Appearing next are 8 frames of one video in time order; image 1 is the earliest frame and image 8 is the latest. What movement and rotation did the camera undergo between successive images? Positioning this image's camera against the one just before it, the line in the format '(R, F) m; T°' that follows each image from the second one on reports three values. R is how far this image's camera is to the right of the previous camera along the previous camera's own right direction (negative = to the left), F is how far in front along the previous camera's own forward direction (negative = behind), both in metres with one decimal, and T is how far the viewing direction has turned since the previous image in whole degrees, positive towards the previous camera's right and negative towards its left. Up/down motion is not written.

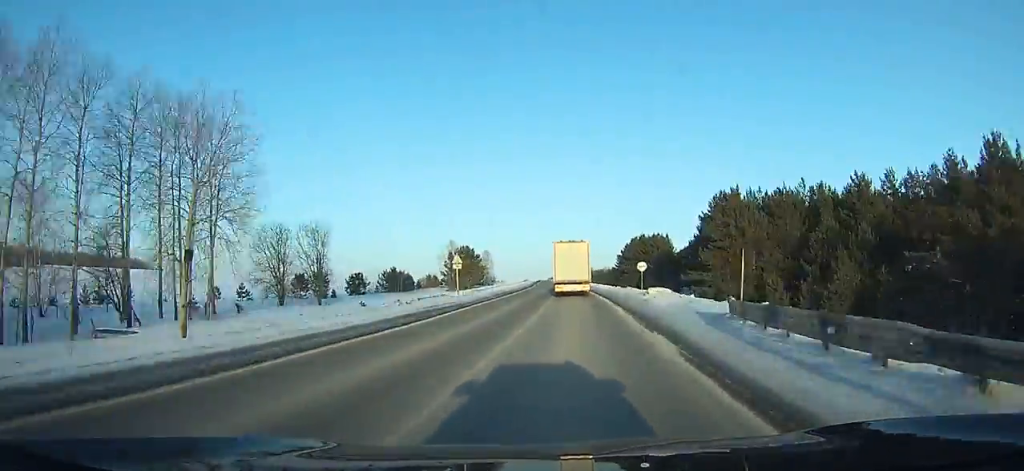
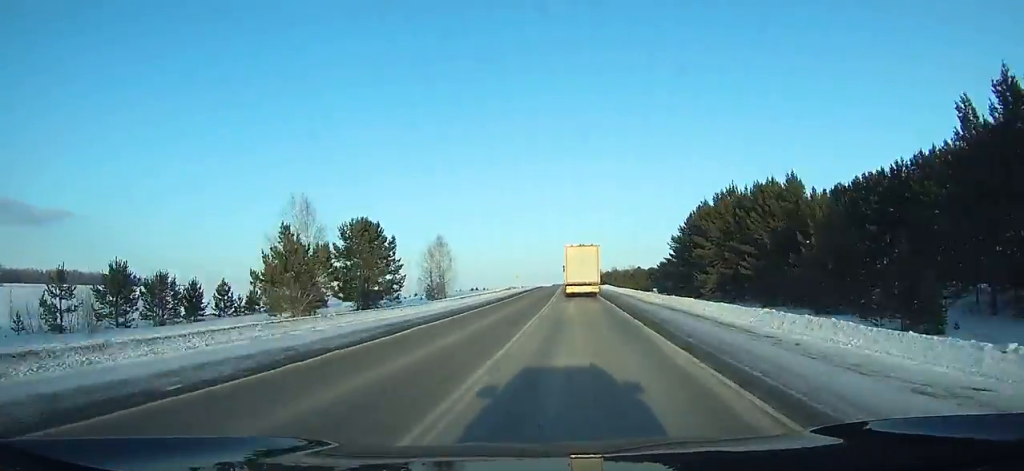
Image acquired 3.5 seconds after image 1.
(-1.7, +68.8) m; -3°
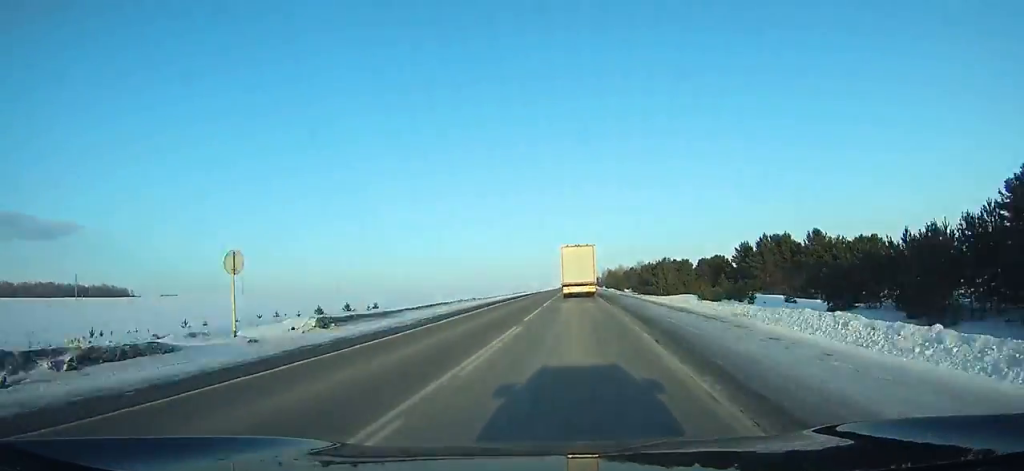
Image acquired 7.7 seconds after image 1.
(-1.7, +85.5) m; -2°
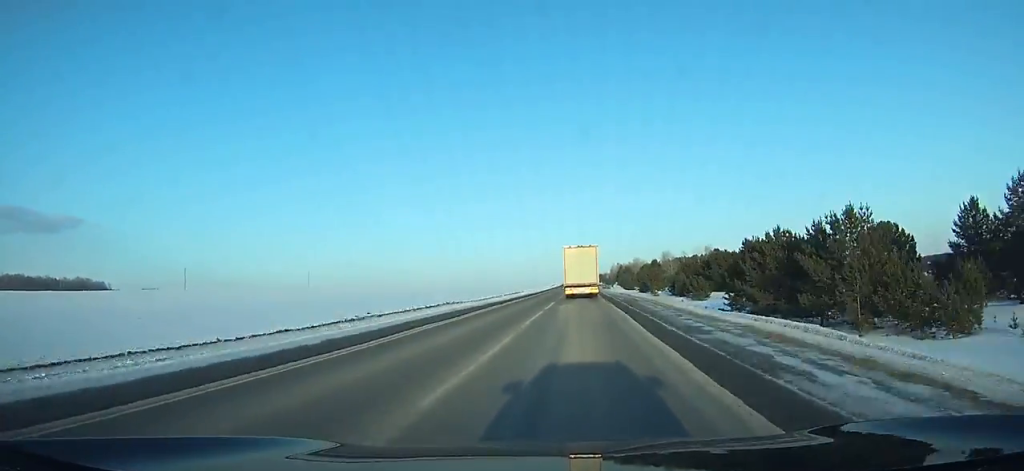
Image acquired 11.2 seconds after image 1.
(-0.2, +72.7) m; 0°
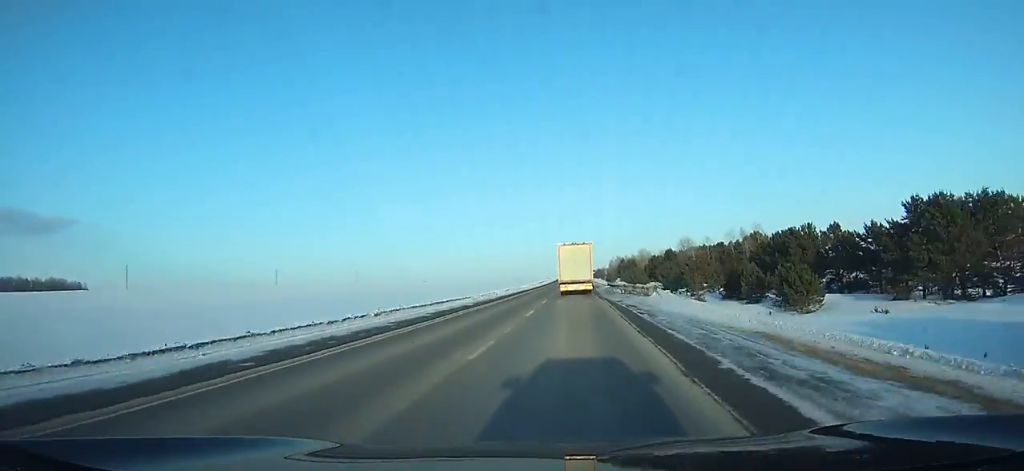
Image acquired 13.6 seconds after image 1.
(0.0, +50.1) m; 0°
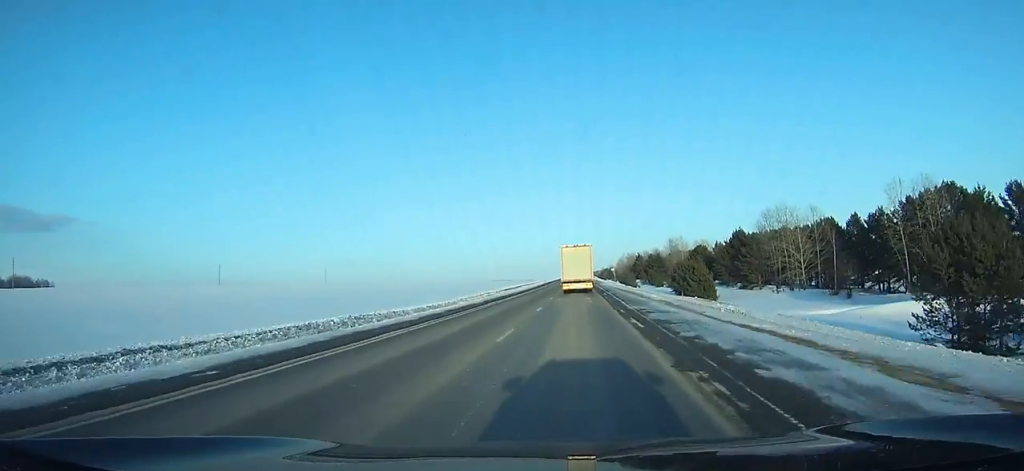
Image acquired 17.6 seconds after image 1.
(-0.1, +83.7) m; 0°
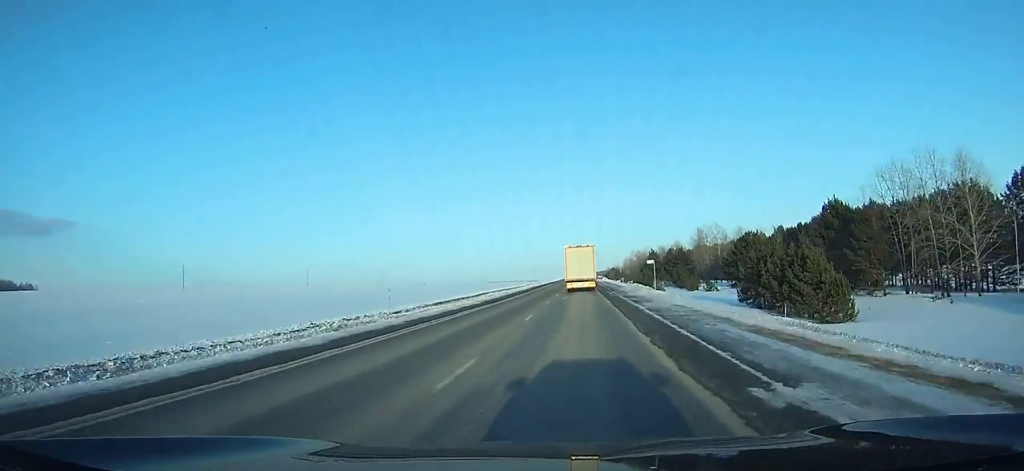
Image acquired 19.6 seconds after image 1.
(0.0, +42.1) m; 0°
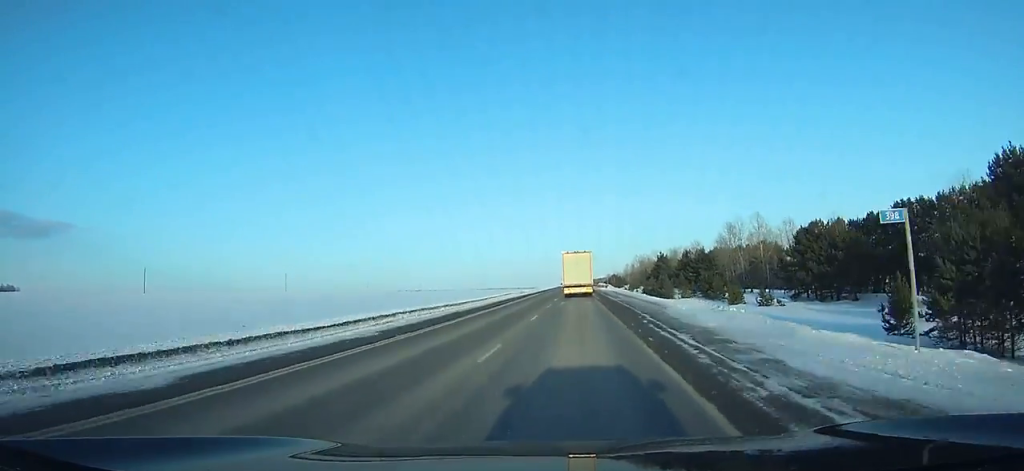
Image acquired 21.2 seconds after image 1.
(0.0, +34.0) m; 0°
